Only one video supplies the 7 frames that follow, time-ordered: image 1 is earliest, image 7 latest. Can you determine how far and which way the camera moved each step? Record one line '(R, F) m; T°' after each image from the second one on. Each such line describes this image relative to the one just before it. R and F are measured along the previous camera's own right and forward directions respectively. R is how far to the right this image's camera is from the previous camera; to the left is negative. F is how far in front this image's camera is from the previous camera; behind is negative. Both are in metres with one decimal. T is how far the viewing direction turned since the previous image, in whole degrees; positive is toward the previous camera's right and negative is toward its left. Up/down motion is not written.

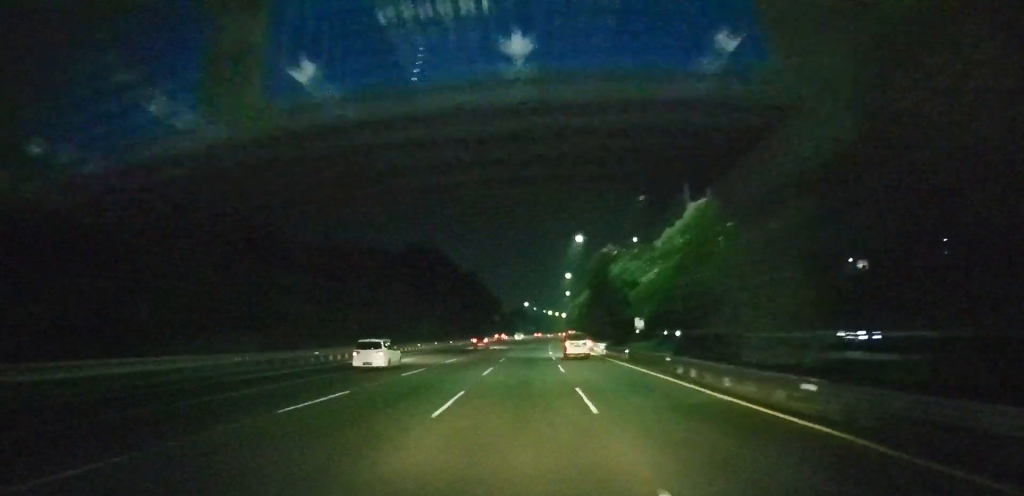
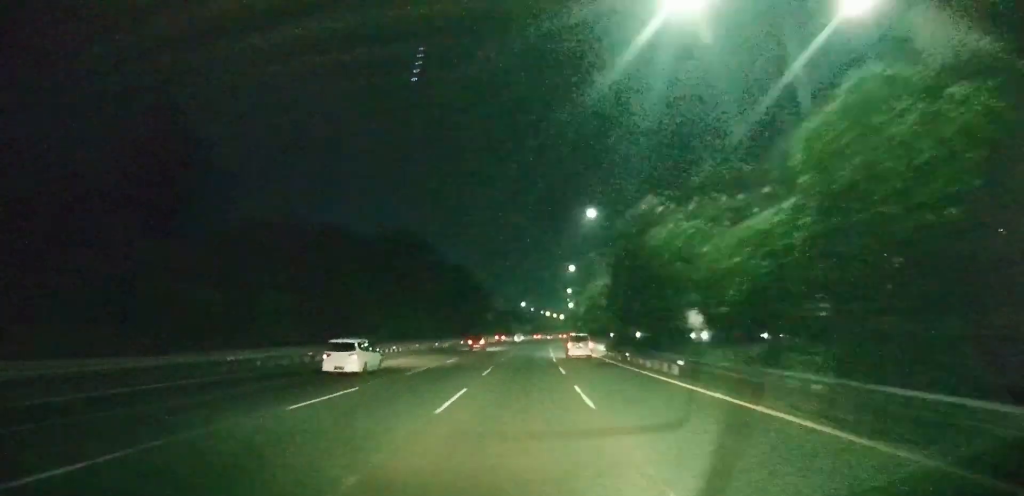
(+0.1, +12.3) m; 0°
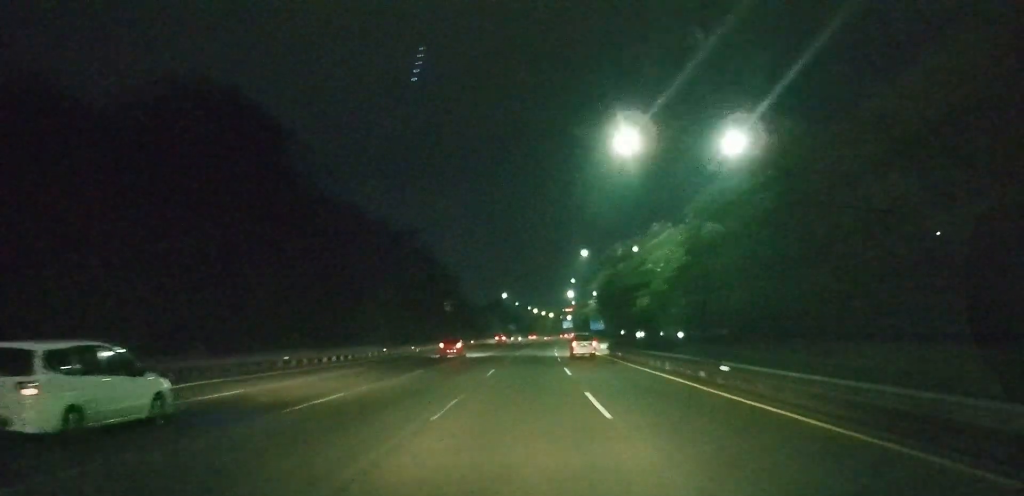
(+0.4, +47.1) m; +1°
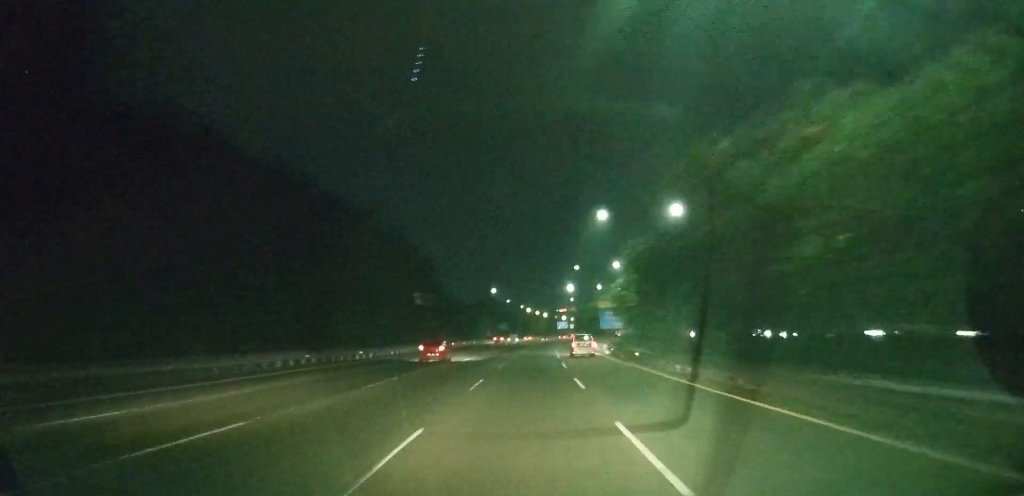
(0.0, +16.8) m; 0°
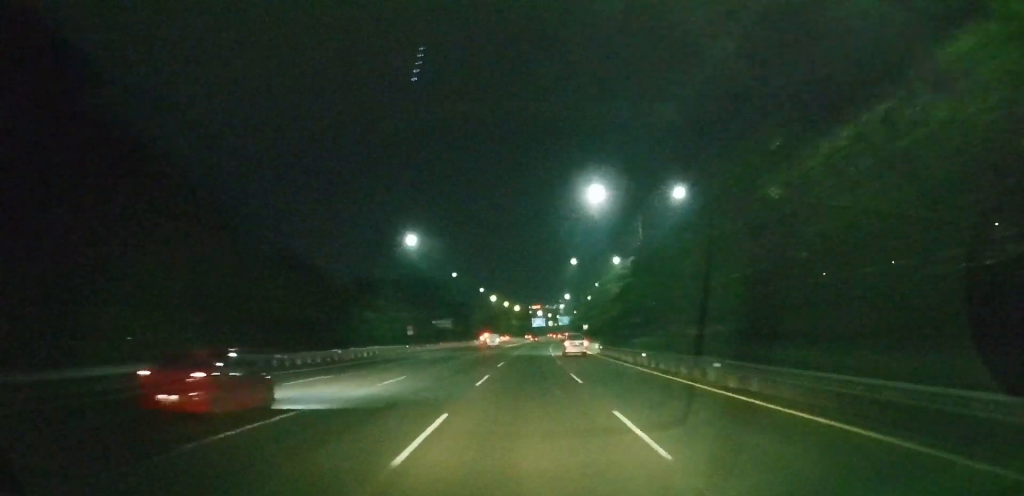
(+1.3, +65.8) m; +2°
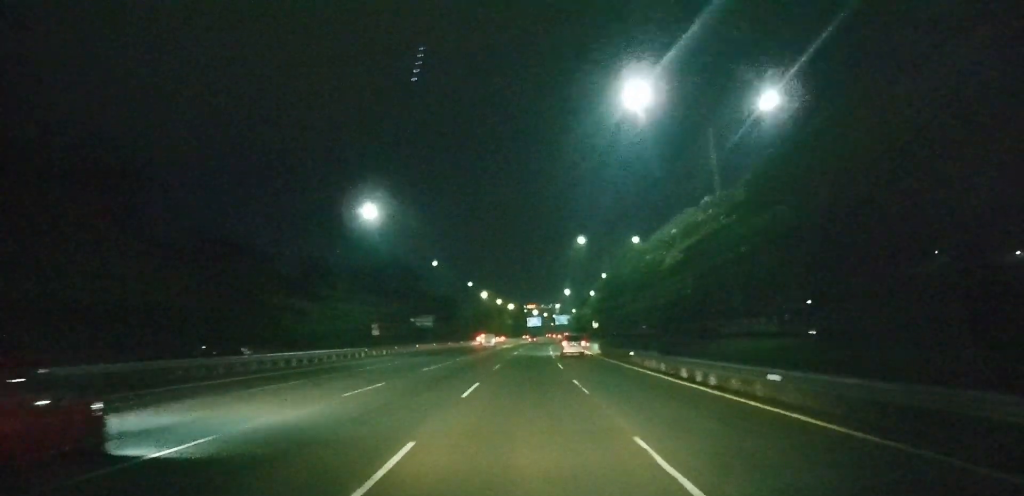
(+0.1, +15.9) m; +1°
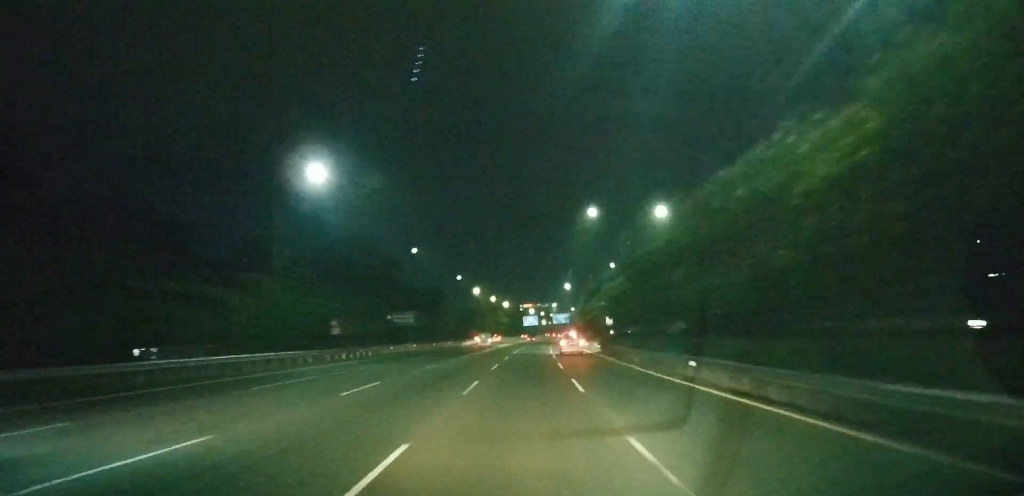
(+0.1, +12.4) m; 0°
